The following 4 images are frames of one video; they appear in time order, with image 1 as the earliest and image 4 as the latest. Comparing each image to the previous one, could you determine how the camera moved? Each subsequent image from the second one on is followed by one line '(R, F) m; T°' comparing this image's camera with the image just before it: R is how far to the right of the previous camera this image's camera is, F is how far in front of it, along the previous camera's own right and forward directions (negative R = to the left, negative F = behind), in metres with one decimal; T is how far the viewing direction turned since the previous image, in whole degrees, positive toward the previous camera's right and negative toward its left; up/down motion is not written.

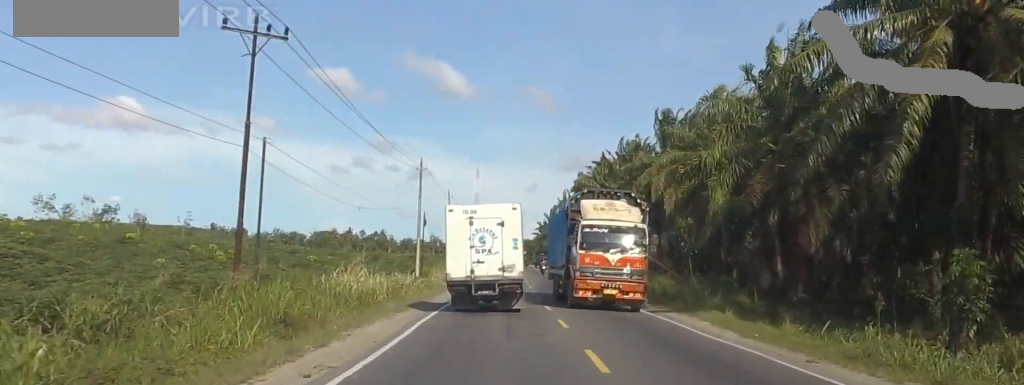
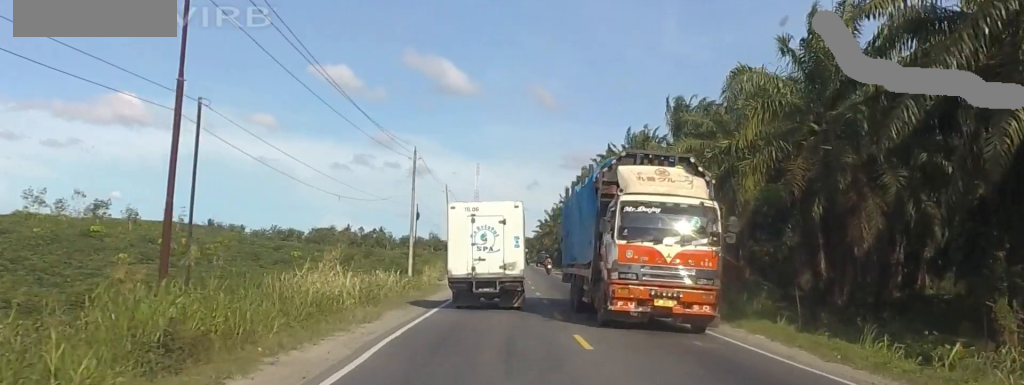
(0.0, +5.6) m; 0°
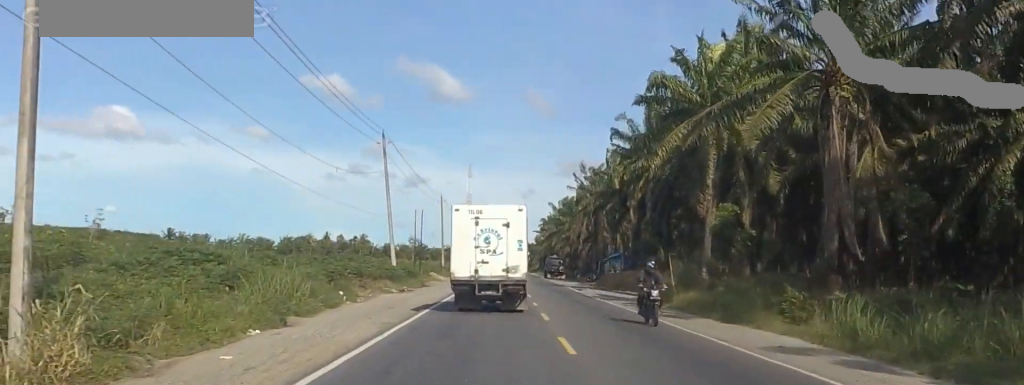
(-0.1, +55.8) m; 0°
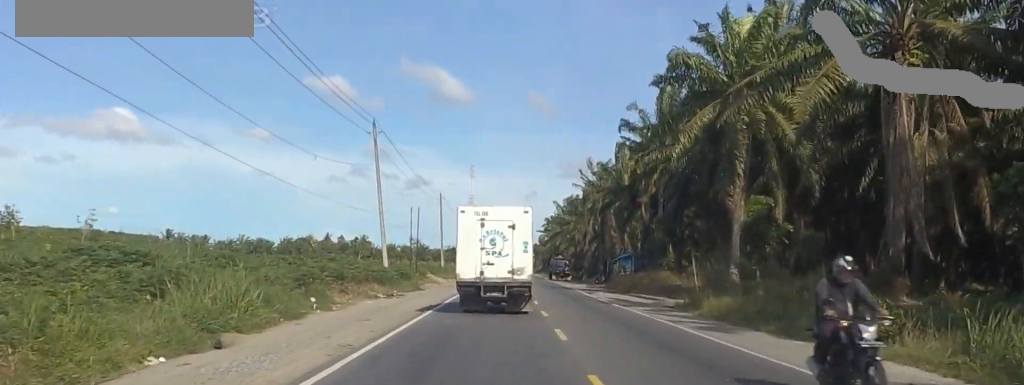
(0.0, +5.7) m; 0°
